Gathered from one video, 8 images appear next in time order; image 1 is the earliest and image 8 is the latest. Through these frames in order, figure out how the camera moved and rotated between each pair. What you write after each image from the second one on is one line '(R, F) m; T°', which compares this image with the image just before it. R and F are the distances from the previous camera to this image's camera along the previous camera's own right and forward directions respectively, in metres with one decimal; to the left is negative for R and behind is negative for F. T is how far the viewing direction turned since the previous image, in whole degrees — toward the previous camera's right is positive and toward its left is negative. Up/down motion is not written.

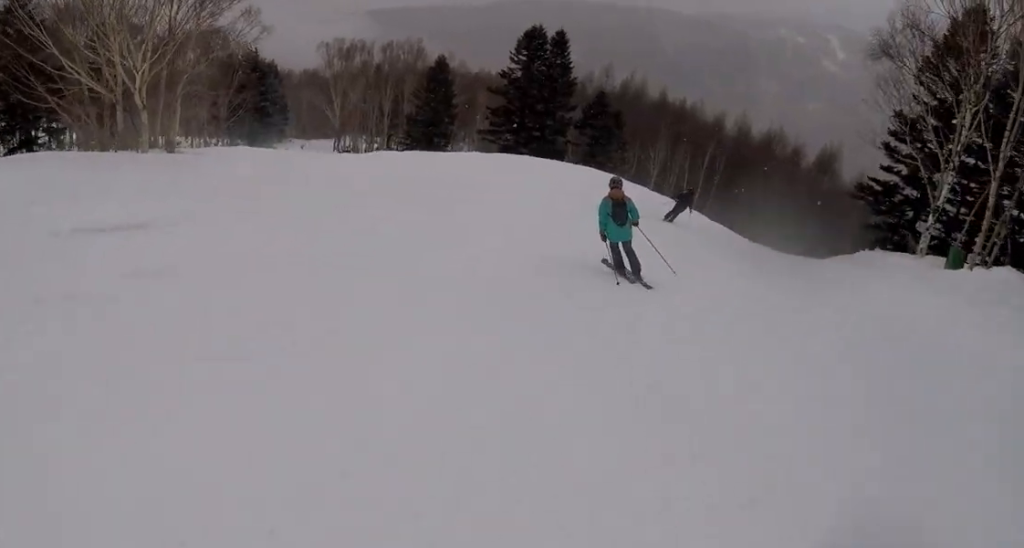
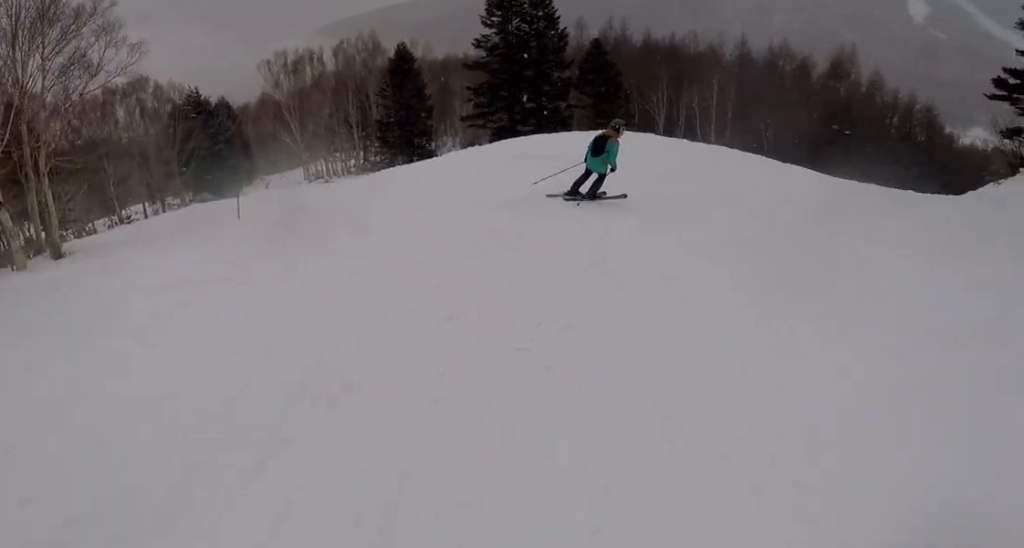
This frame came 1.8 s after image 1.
(-0.1, +9.5) m; +26°
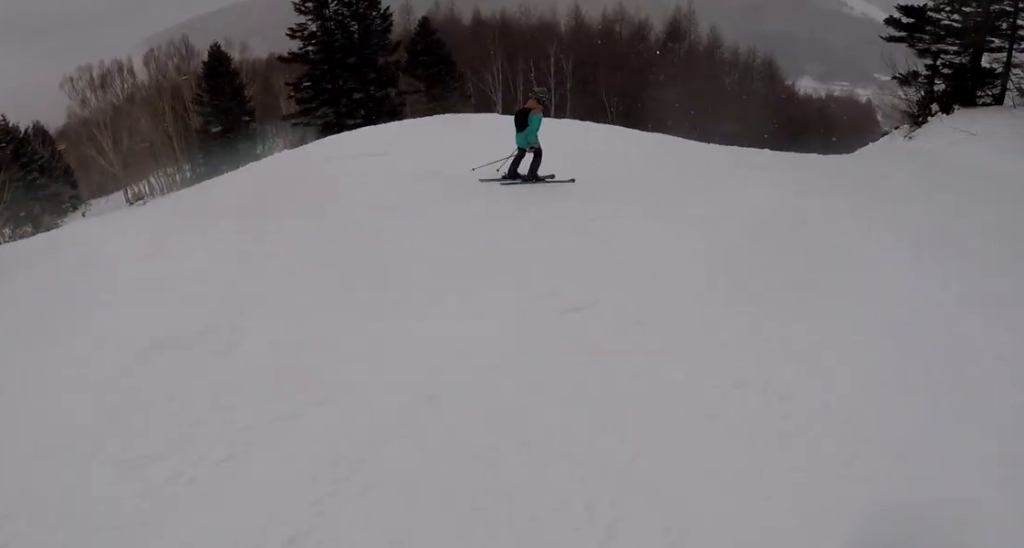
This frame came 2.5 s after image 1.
(+1.4, +3.8) m; +9°
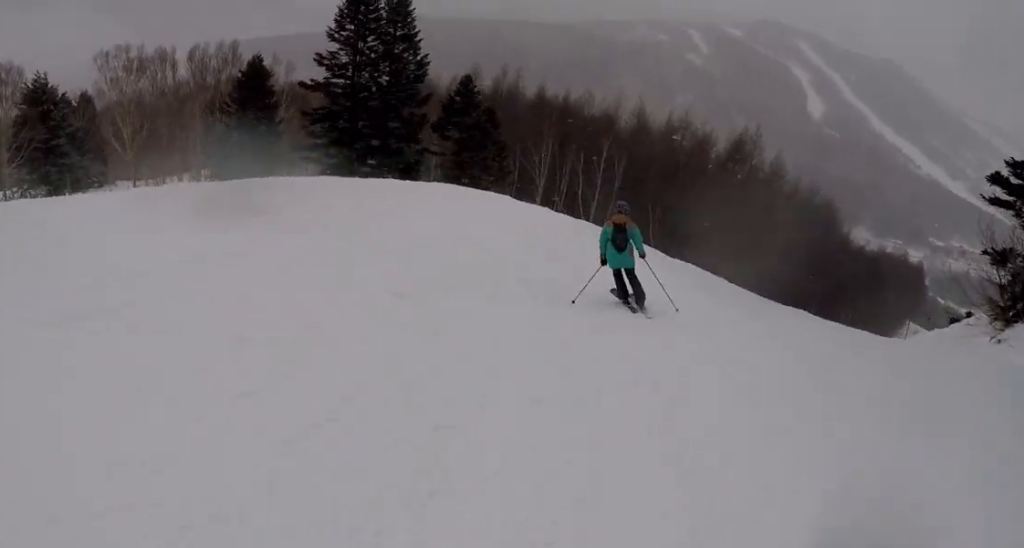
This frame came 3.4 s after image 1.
(0.0, +5.3) m; -13°
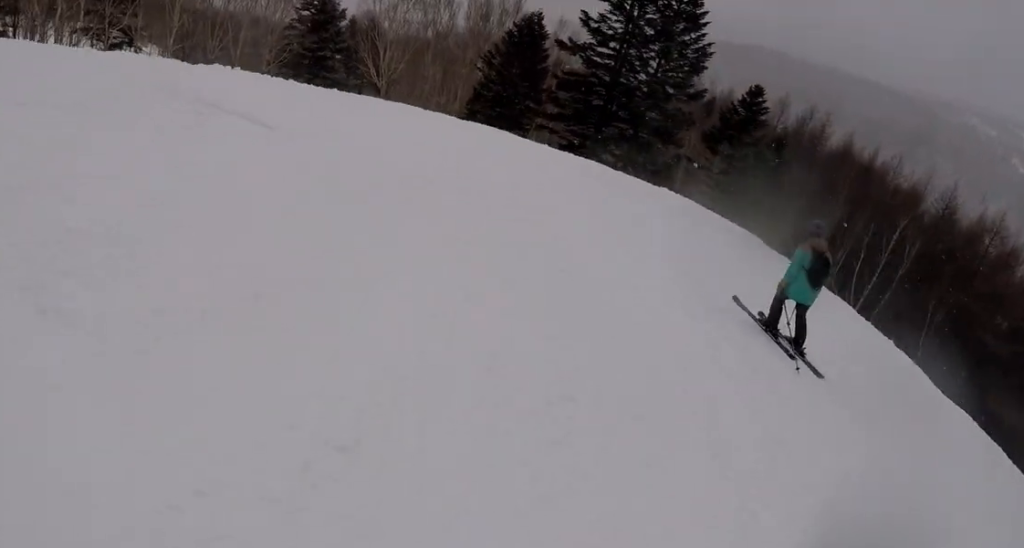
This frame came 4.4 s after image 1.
(-1.4, +5.2) m; -31°
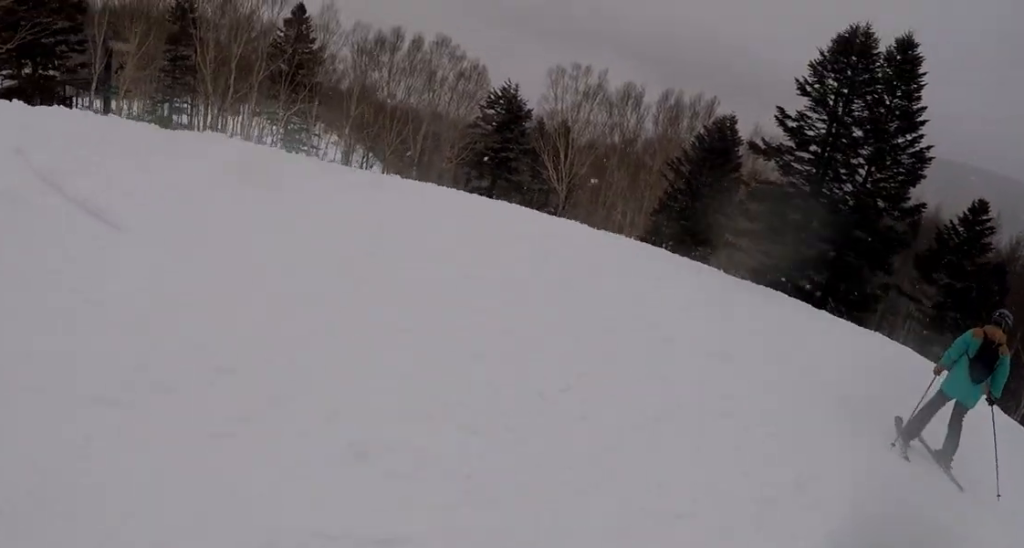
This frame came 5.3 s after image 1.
(-1.0, +3.9) m; -20°
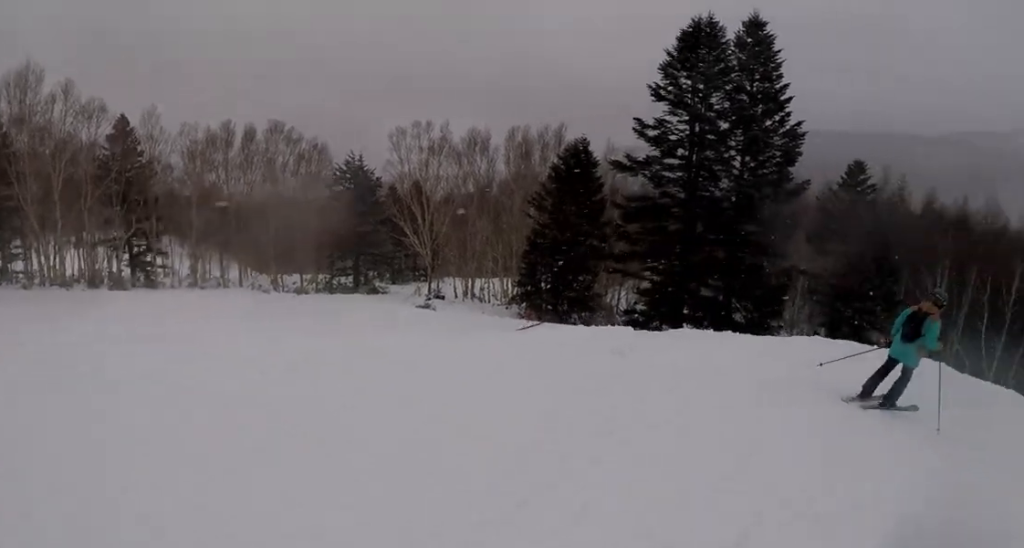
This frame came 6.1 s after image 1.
(-0.5, +3.3) m; +4°
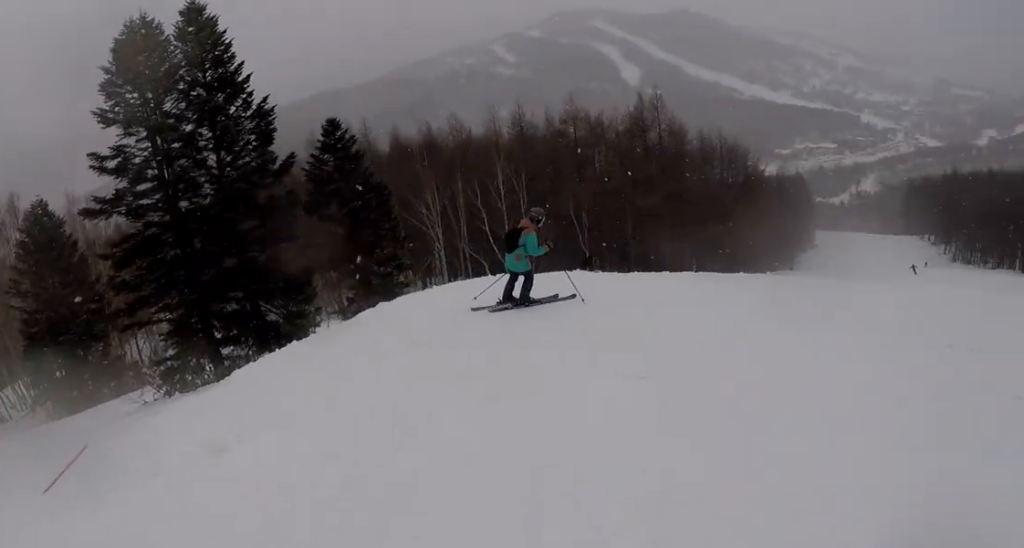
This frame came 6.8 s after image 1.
(-0.6, +2.3) m; +24°
